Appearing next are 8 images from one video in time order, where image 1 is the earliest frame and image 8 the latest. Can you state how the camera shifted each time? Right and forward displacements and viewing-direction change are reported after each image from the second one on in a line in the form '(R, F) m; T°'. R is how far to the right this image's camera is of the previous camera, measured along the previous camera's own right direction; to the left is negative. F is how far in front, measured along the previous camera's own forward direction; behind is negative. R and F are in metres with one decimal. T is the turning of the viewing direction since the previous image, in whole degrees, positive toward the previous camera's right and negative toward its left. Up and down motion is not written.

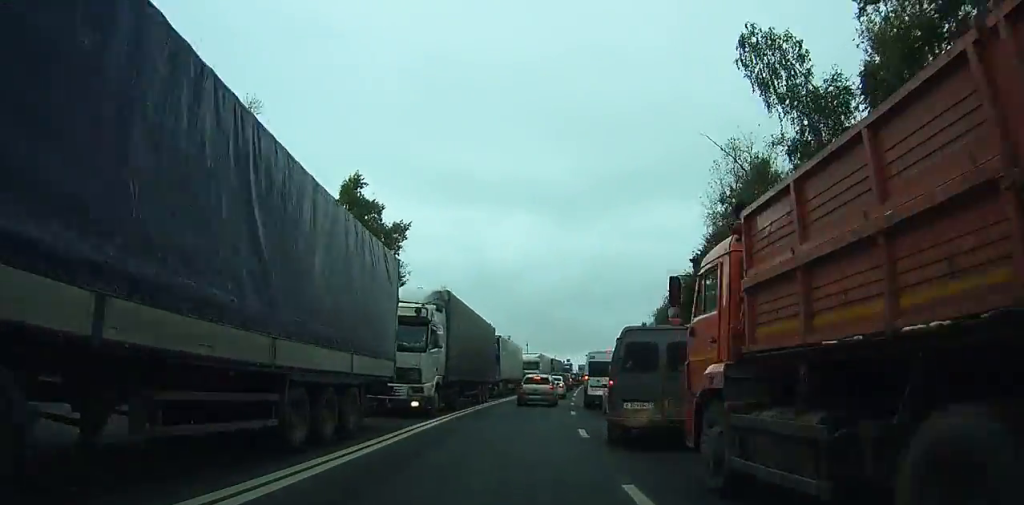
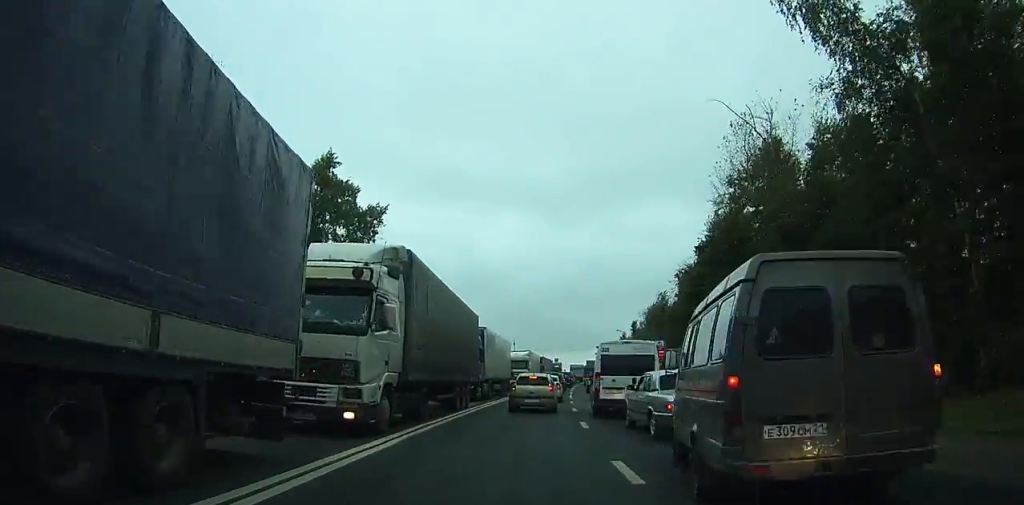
(+0.2, +5.8) m; +2°
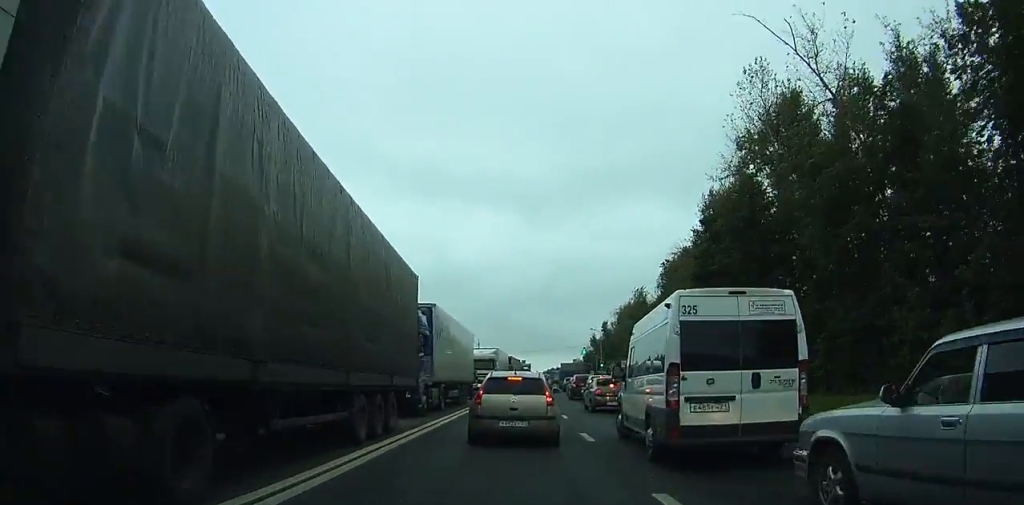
(+0.5, +11.6) m; +6°
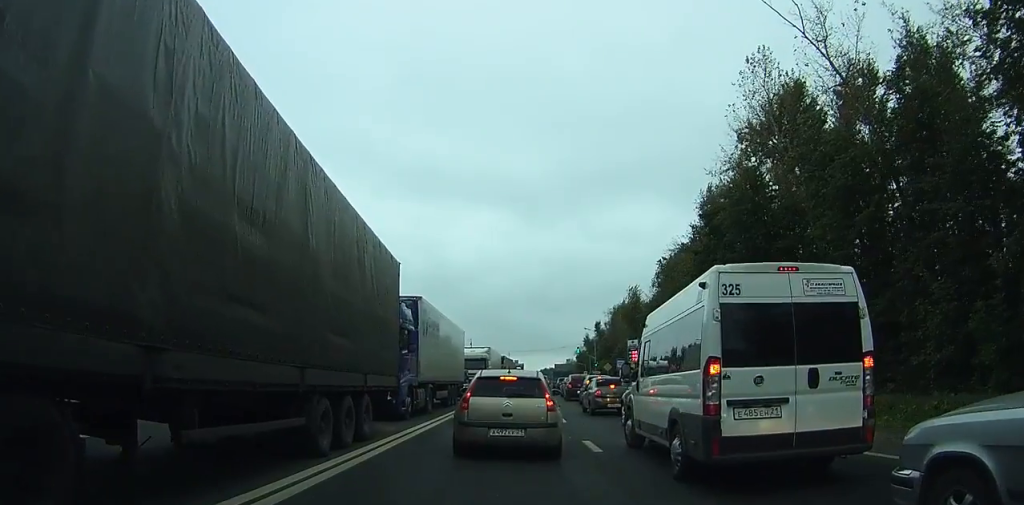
(+0.2, +2.3) m; +2°
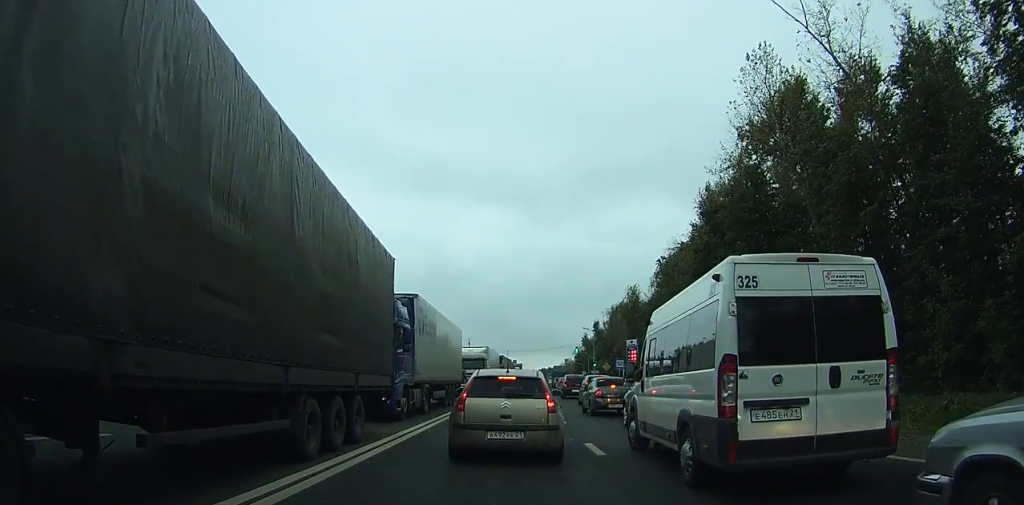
(0.0, +2.4) m; 0°
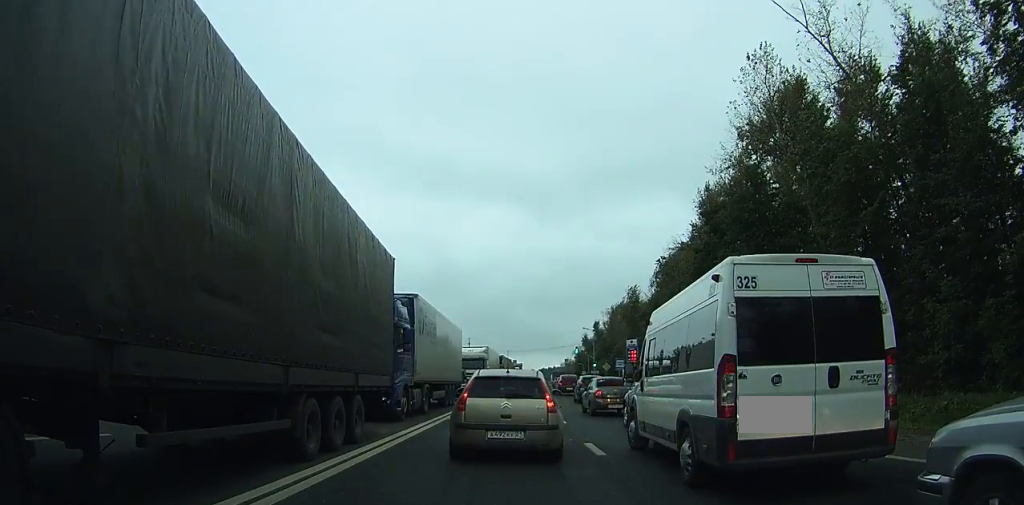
(0.0, +1.3) m; -1°
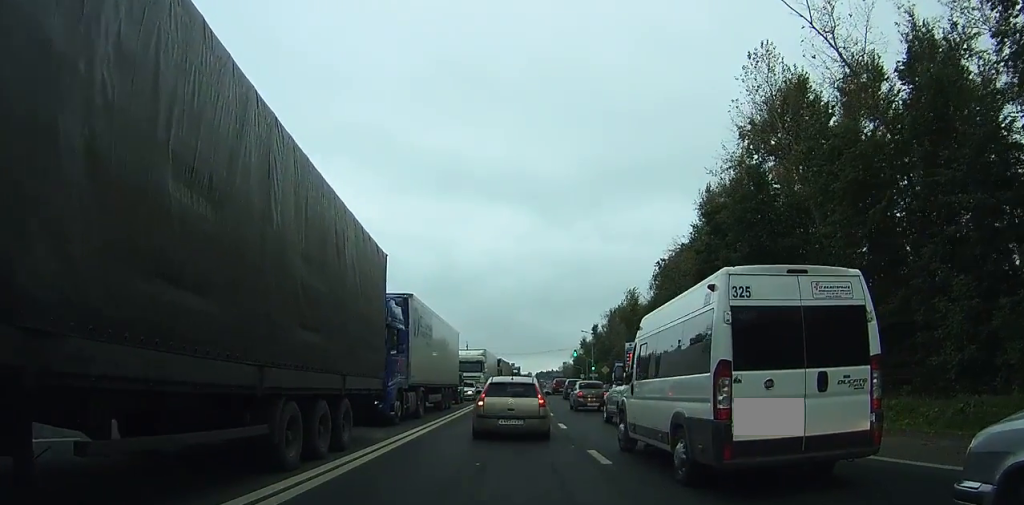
(0.0, +2.4) m; -2°
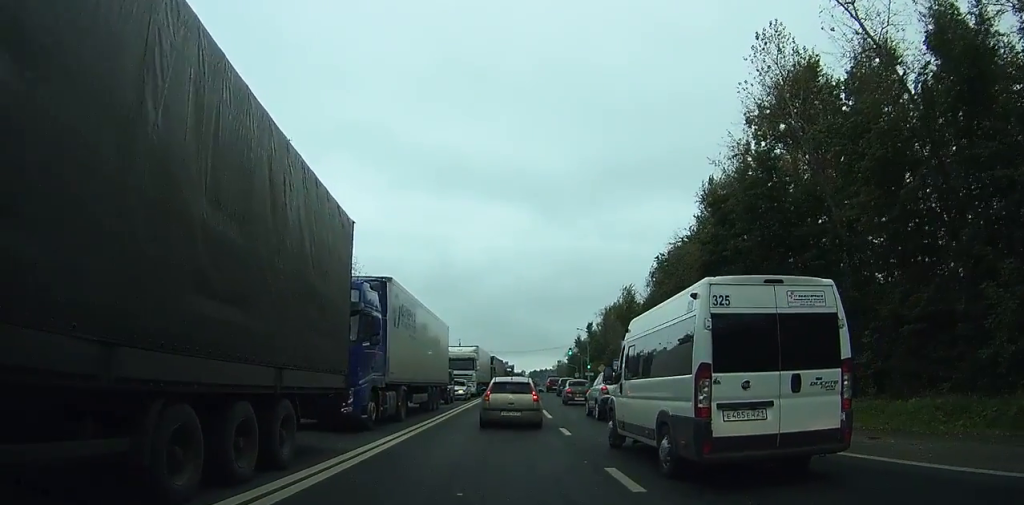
(0.0, +1.9) m; -1°
